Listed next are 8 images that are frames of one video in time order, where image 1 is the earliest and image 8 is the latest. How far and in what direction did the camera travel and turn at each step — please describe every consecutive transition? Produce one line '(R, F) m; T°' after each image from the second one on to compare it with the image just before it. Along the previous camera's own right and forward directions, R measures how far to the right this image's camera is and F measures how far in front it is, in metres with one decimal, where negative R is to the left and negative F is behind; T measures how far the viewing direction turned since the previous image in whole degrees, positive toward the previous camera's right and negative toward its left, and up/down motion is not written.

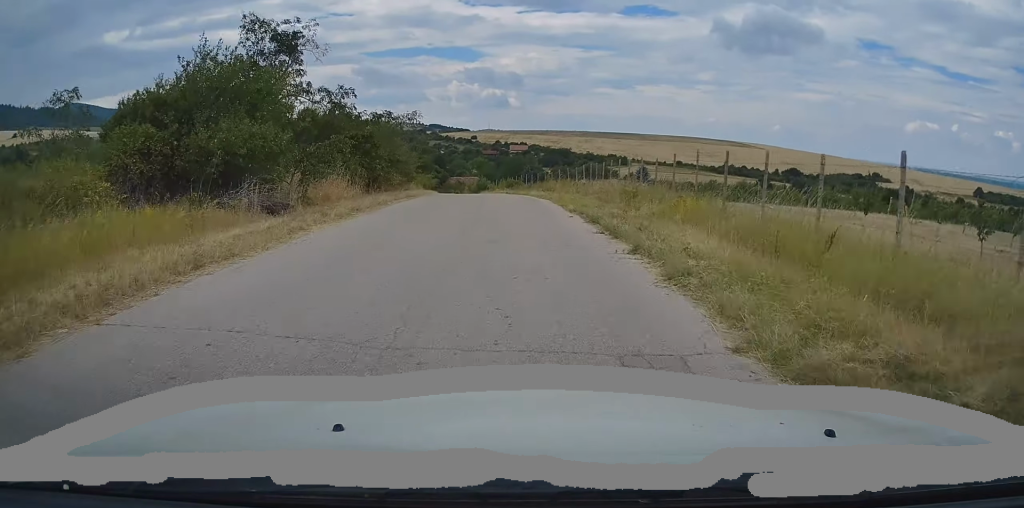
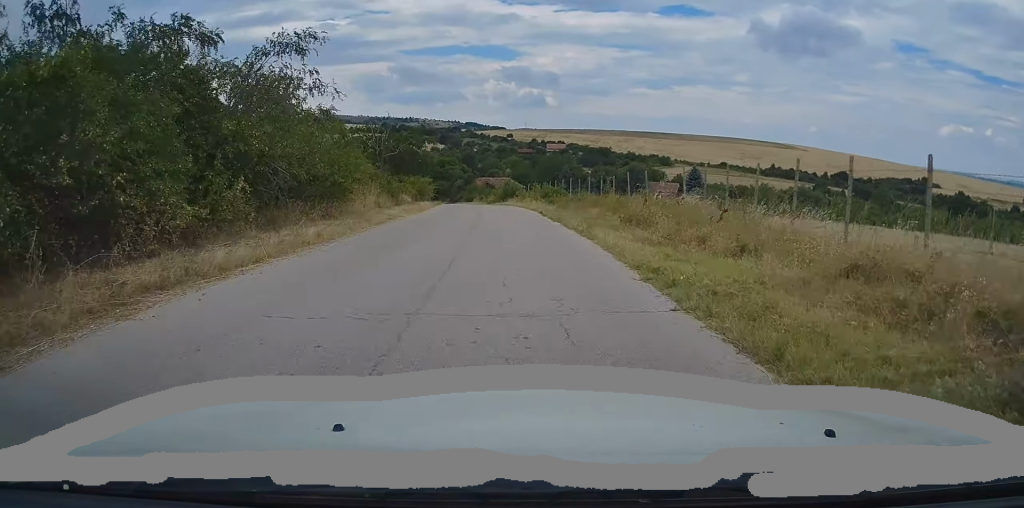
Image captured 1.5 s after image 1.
(-0.5, +19.8) m; -2°
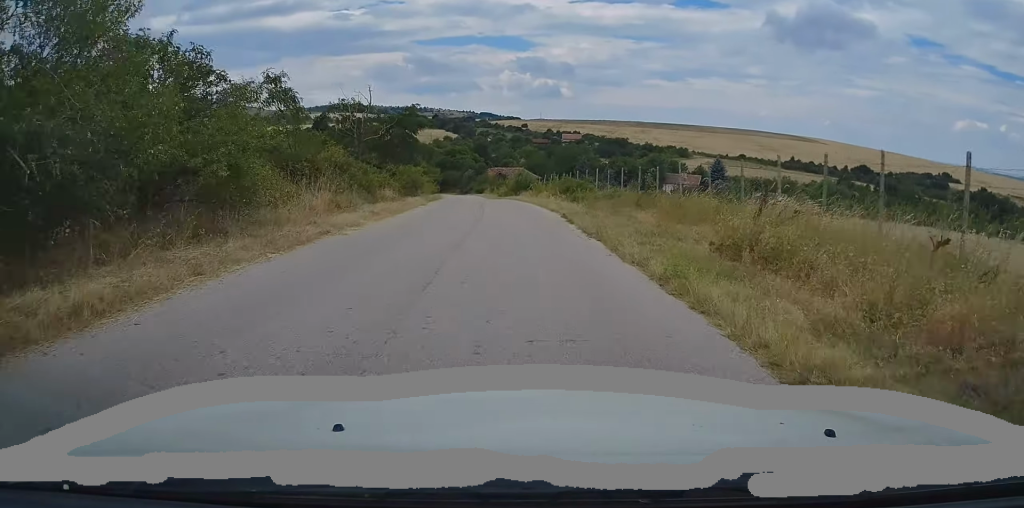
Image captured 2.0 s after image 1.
(0.0, +7.6) m; -1°
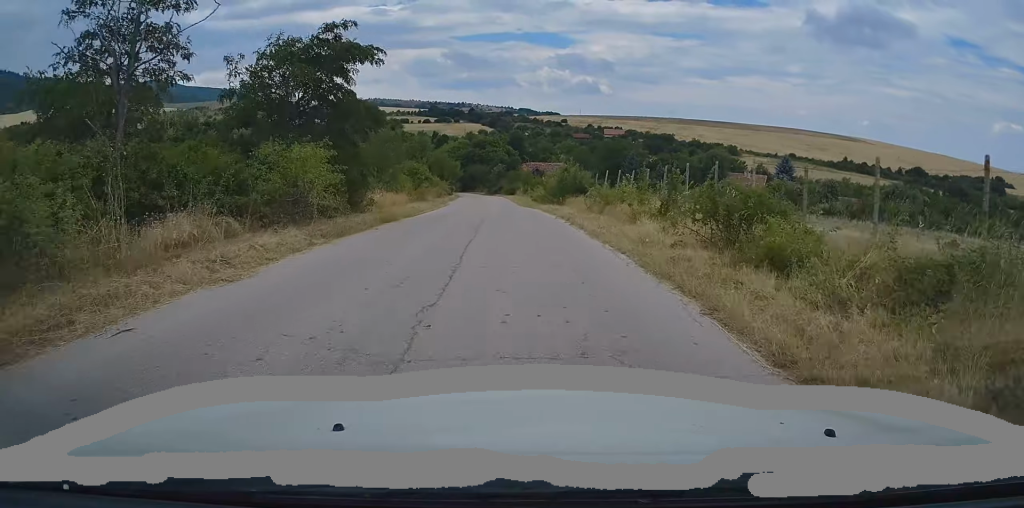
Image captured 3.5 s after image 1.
(-0.9, +20.0) m; -4°
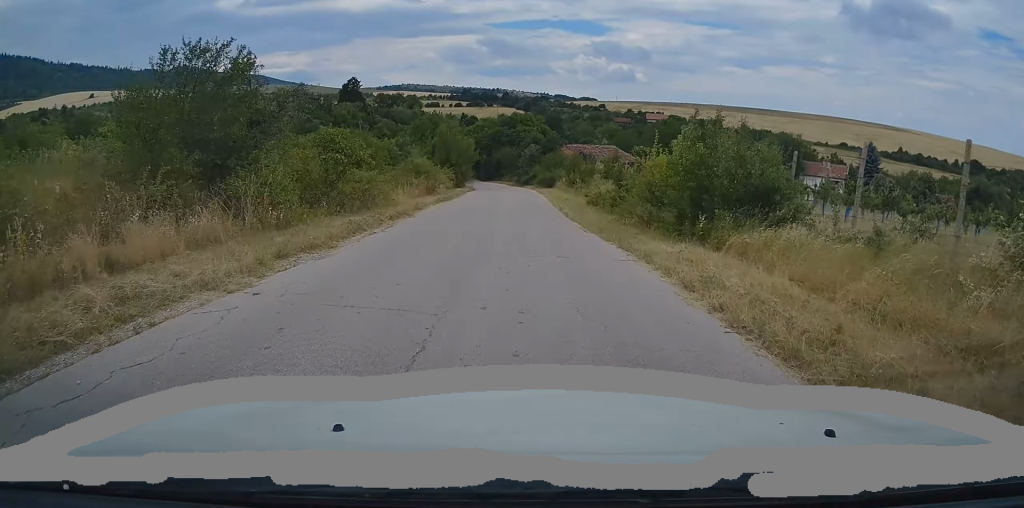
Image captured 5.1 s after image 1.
(-0.3, +22.3) m; -3°
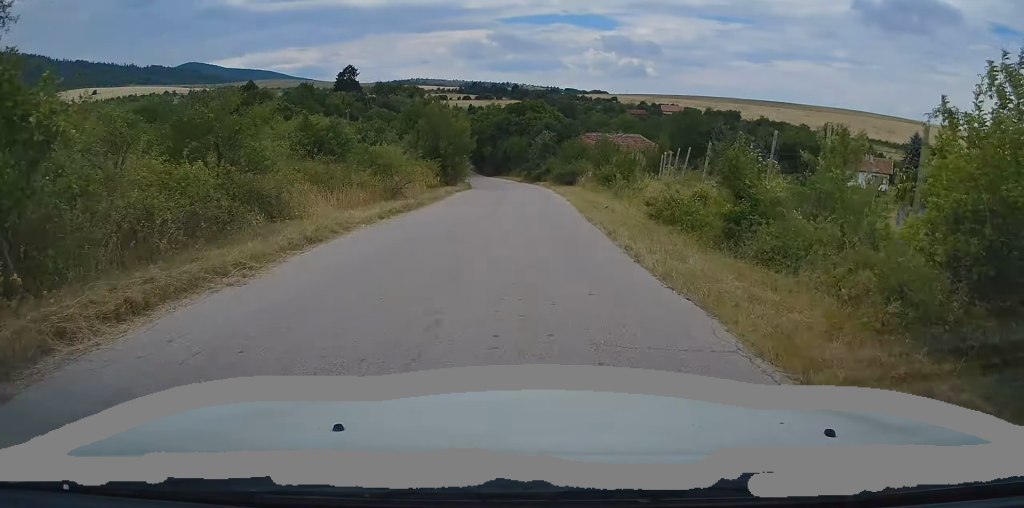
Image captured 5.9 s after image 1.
(-0.4, +12.2) m; -1°
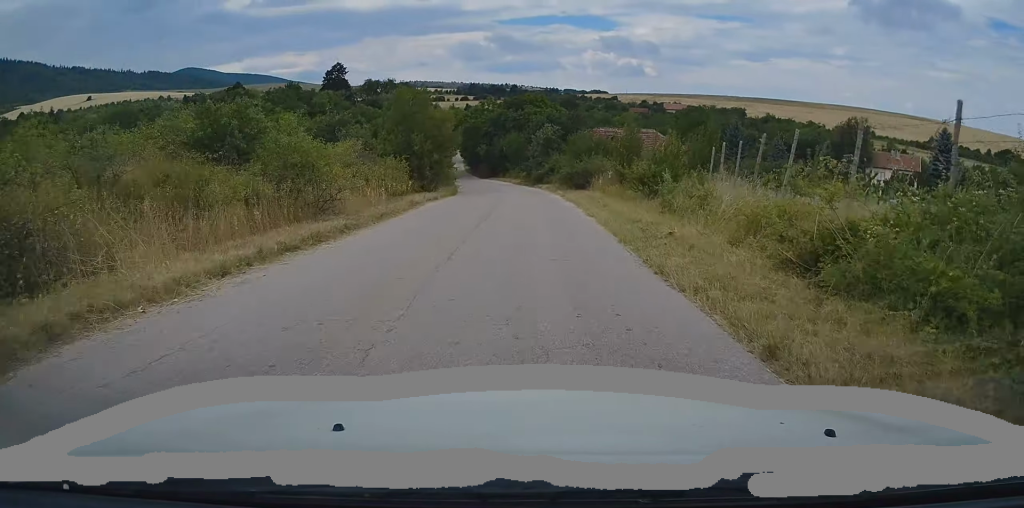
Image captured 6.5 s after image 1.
(+0.1, +8.6) m; 0°
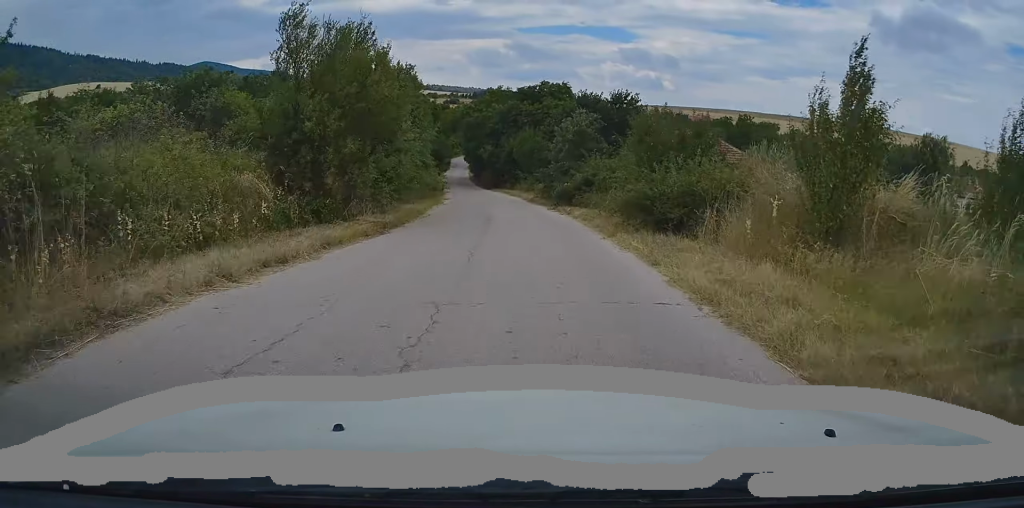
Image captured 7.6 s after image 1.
(-0.1, +16.5) m; -2°
